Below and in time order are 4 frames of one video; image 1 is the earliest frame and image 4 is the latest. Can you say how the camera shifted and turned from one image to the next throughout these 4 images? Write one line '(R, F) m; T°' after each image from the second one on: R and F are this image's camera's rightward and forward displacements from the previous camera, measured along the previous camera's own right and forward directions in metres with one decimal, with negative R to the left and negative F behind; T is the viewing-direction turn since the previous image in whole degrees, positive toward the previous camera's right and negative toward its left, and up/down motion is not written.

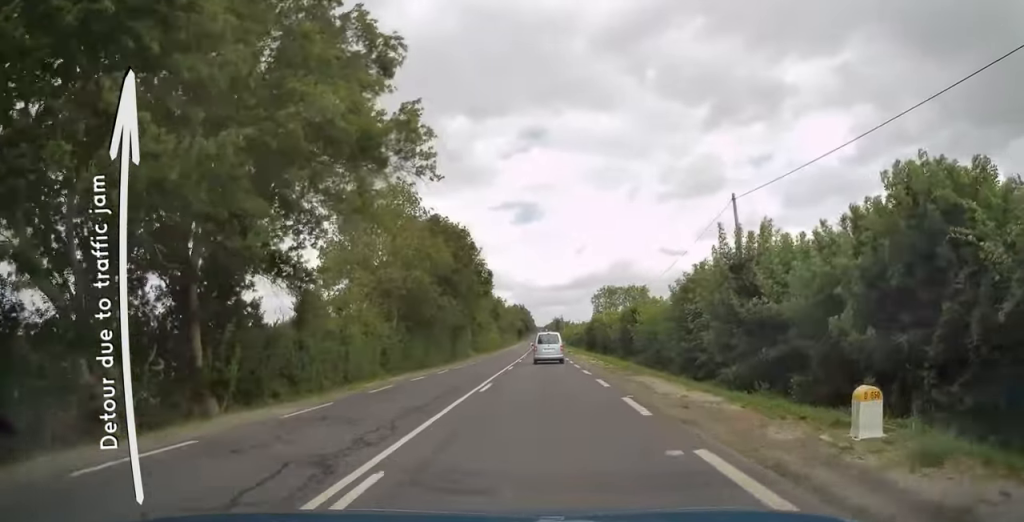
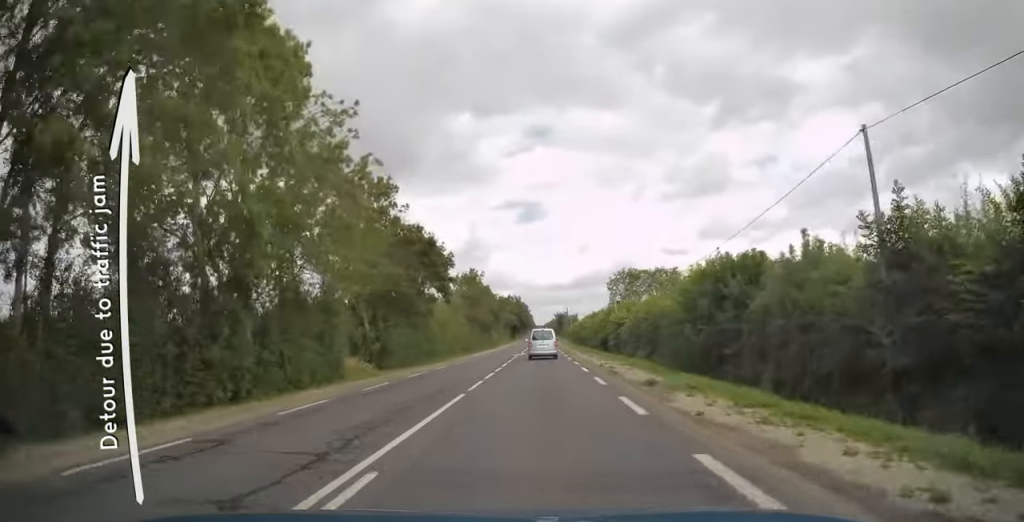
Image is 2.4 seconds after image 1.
(-0.1, +51.7) m; 0°
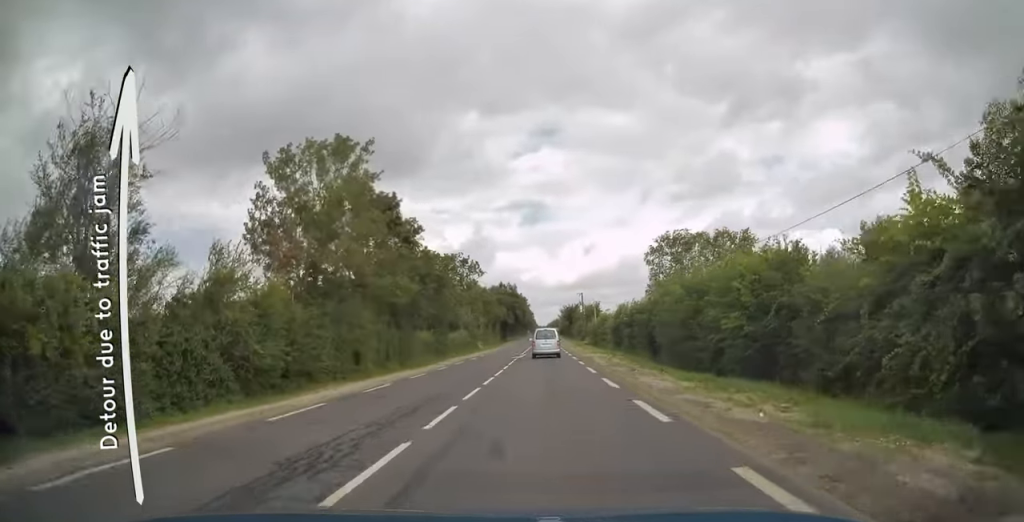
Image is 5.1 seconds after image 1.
(-0.1, +58.6) m; 0°
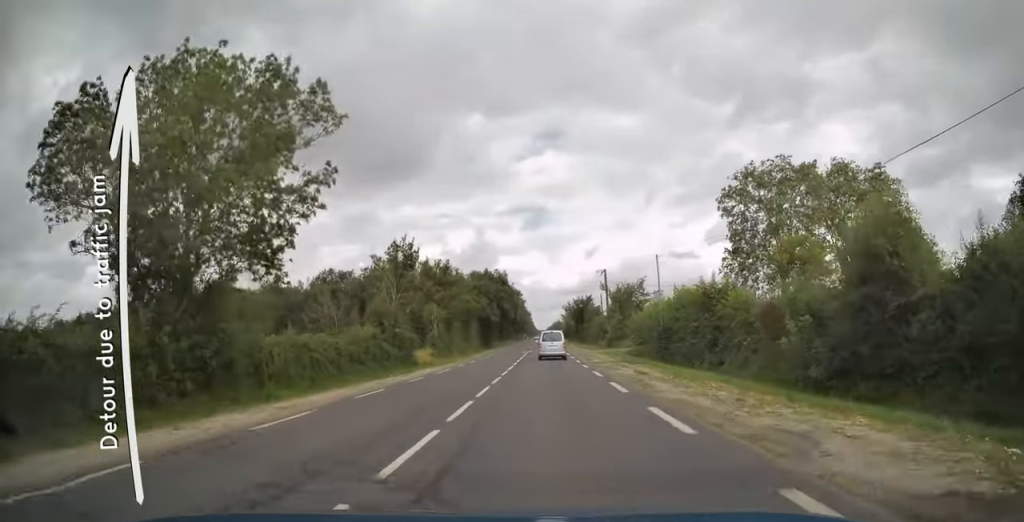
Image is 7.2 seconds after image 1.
(+0.1, +46.2) m; 0°
